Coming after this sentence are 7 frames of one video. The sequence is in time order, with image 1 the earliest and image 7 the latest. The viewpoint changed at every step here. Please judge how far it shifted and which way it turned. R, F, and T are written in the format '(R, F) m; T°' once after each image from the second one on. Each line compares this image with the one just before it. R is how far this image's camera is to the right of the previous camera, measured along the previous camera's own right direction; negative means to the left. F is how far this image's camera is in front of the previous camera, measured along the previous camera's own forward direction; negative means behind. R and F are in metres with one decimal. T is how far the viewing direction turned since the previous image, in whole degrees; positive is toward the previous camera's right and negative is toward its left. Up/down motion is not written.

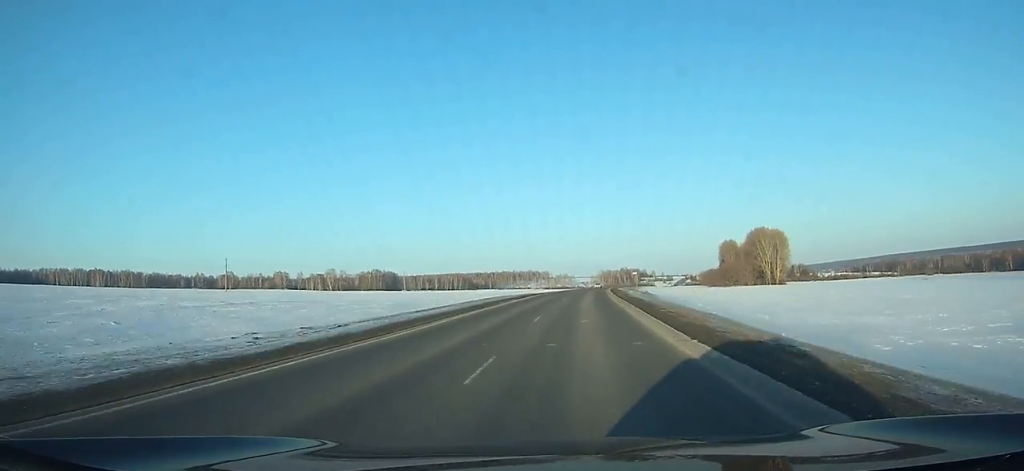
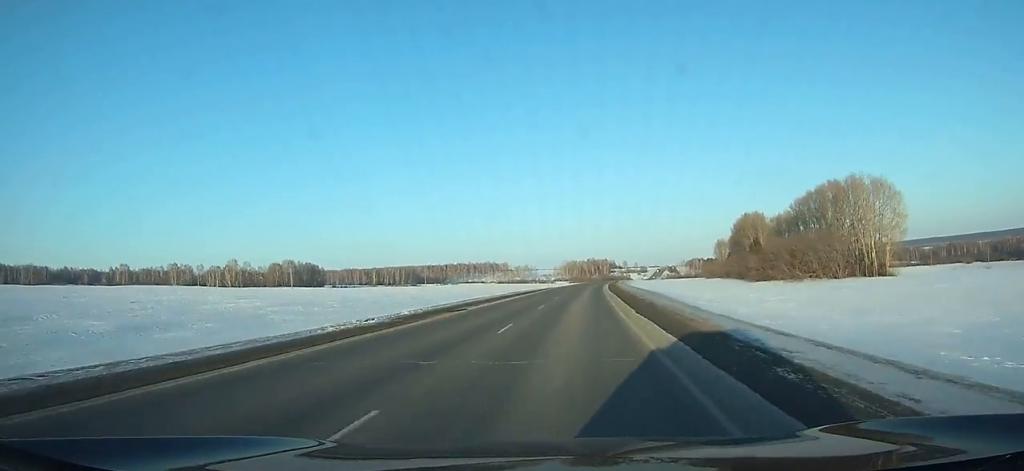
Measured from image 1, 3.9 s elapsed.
(+3.5, +113.3) m; +3°
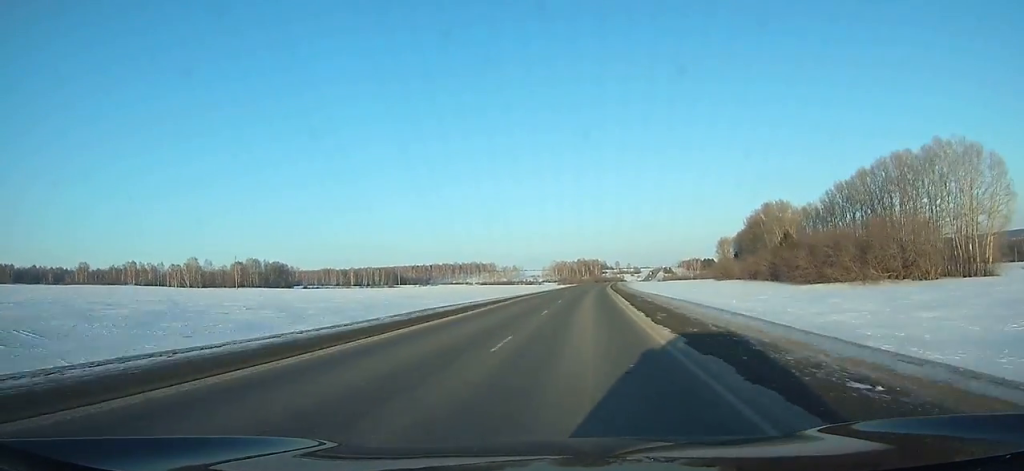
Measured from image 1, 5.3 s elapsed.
(+0.4, +40.8) m; +1°
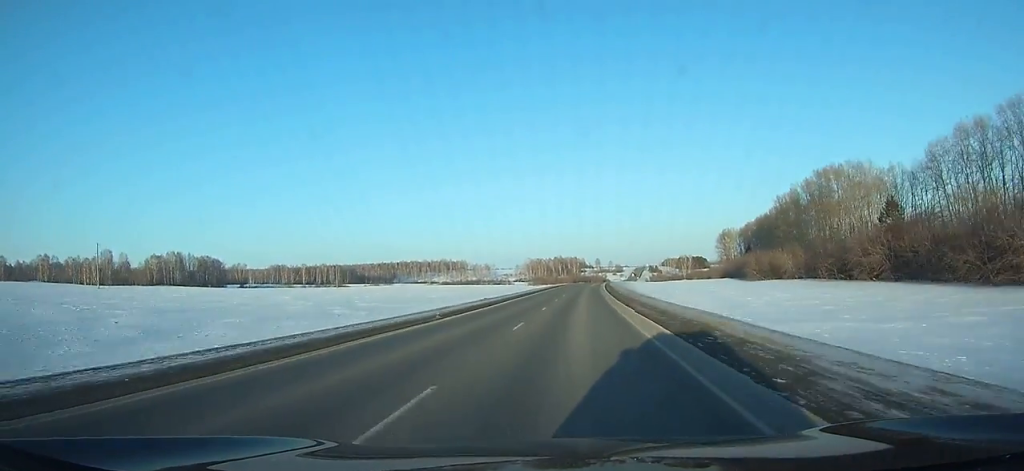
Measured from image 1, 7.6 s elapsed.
(+1.1, +67.2) m; +2°
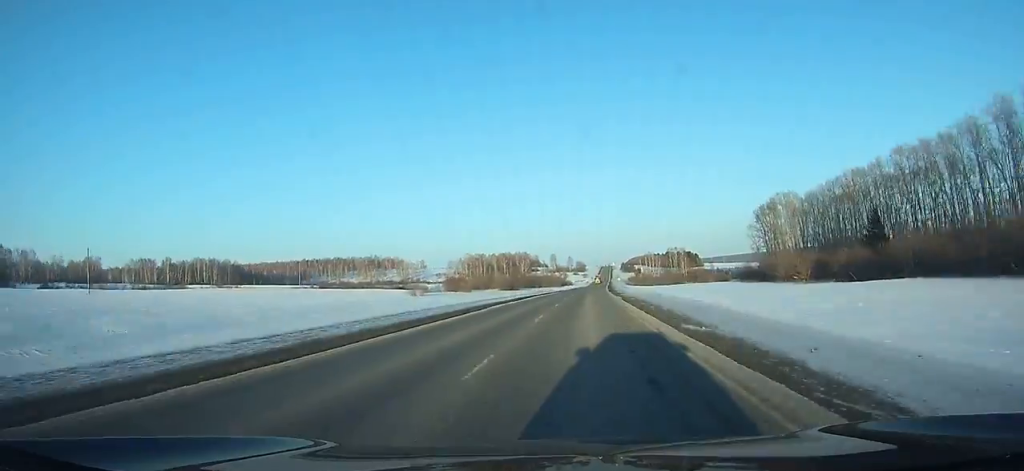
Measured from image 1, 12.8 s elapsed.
(+4.7, +152.0) m; +4°
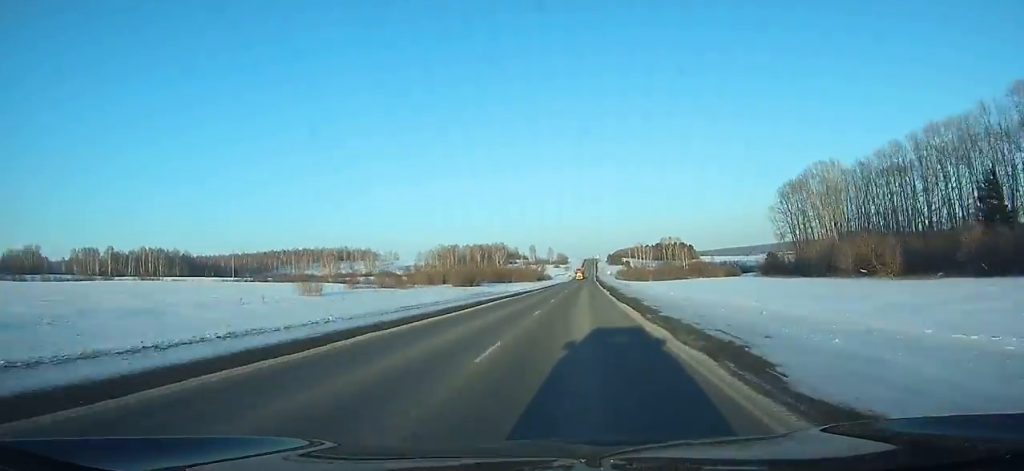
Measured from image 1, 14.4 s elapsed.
(+0.5, +46.7) m; +1°
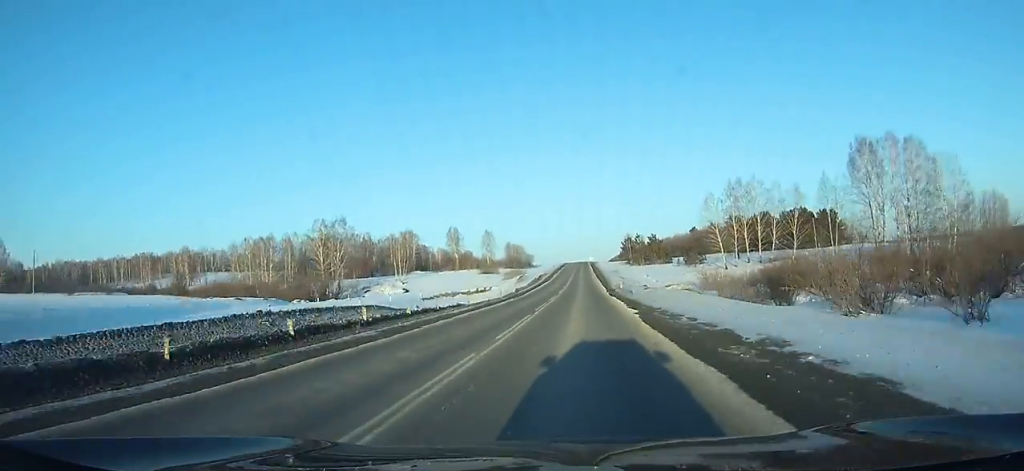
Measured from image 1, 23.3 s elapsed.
(+10.0, +260.2) m; +3°
